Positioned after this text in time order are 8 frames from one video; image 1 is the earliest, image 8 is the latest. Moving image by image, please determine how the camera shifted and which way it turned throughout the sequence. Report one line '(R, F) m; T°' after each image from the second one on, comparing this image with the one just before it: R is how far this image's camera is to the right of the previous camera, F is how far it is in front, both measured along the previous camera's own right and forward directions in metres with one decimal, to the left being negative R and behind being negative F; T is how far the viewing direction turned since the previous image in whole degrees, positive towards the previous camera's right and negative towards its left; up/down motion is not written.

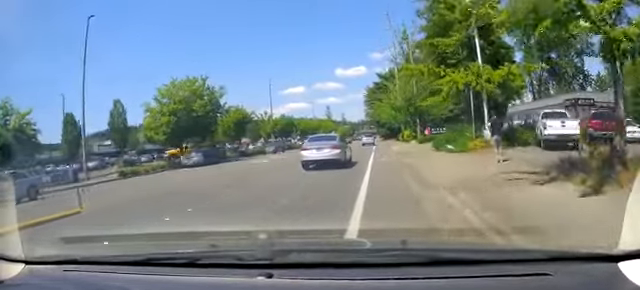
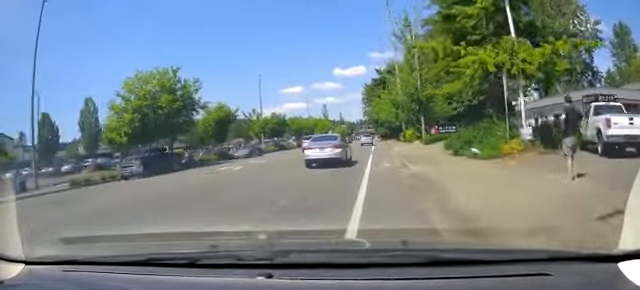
(0.0, +4.8) m; 0°
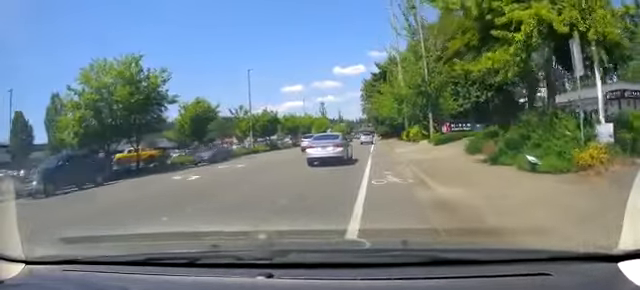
(0.0, +4.9) m; 0°
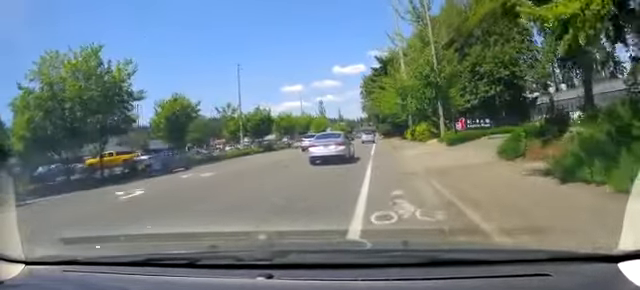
(0.0, +4.3) m; 0°
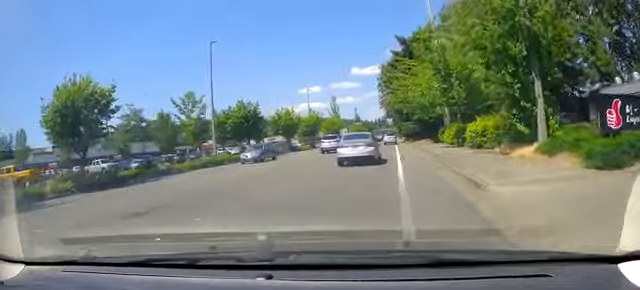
(0.0, +13.8) m; -3°
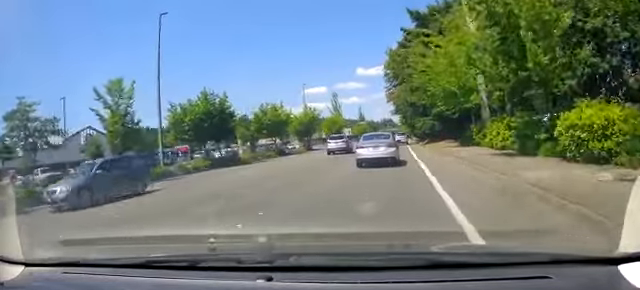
(-0.6, +10.5) m; -2°
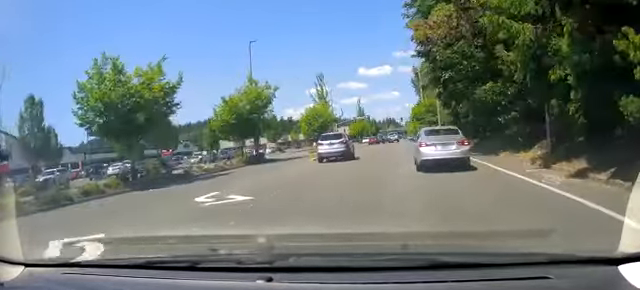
(+0.3, +30.4) m; +3°
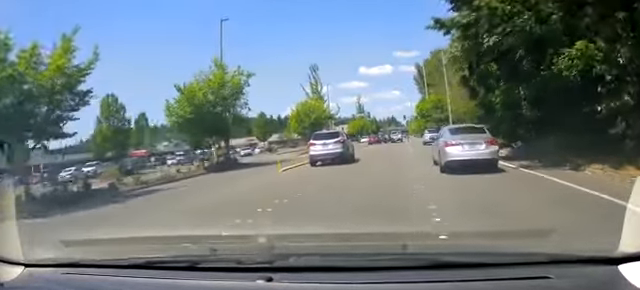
(+0.2, +8.3) m; 0°
